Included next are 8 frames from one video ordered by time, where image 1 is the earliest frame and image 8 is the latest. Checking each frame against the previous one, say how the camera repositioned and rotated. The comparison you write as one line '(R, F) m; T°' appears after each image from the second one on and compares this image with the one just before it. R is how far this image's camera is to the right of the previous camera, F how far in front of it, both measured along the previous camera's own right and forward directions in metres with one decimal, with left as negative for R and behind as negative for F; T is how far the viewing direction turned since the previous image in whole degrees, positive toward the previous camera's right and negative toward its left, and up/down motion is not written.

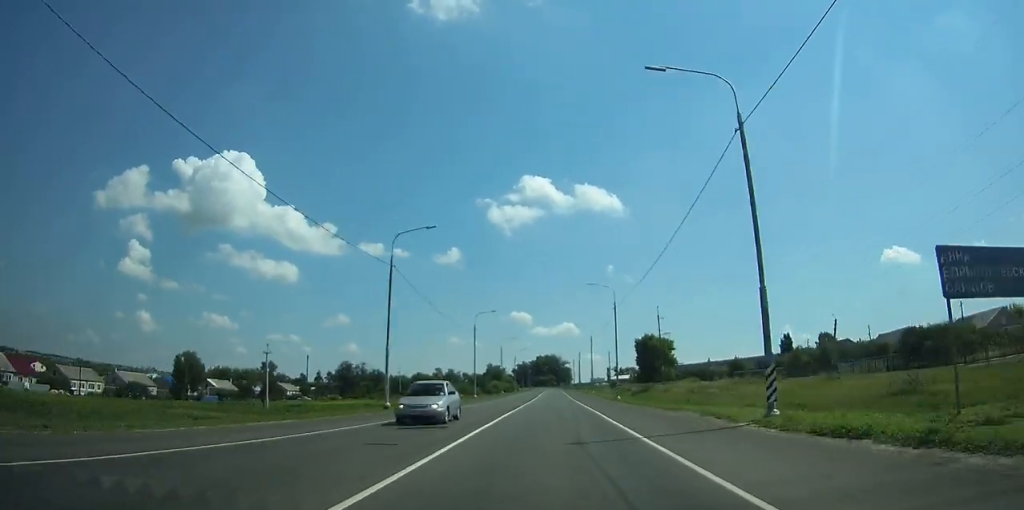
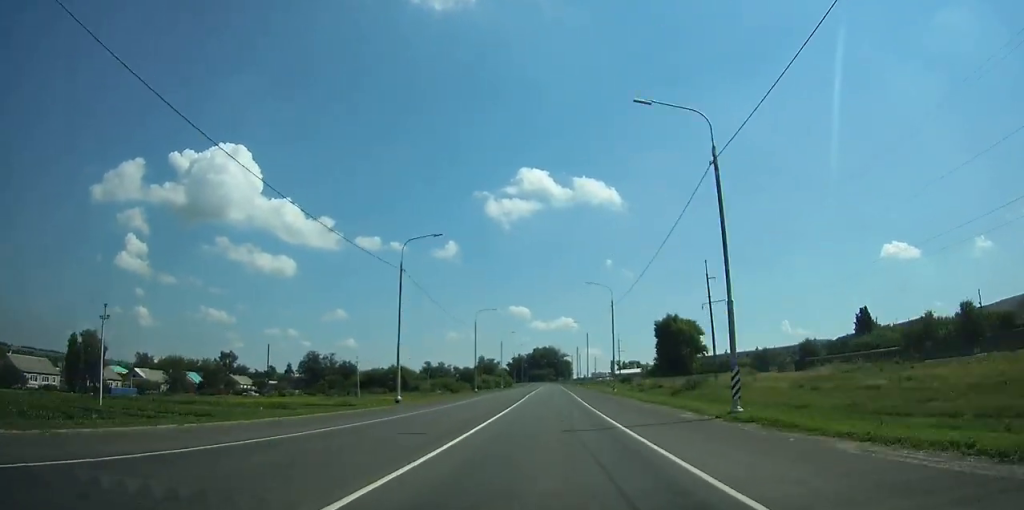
(+0.1, +37.5) m; 0°
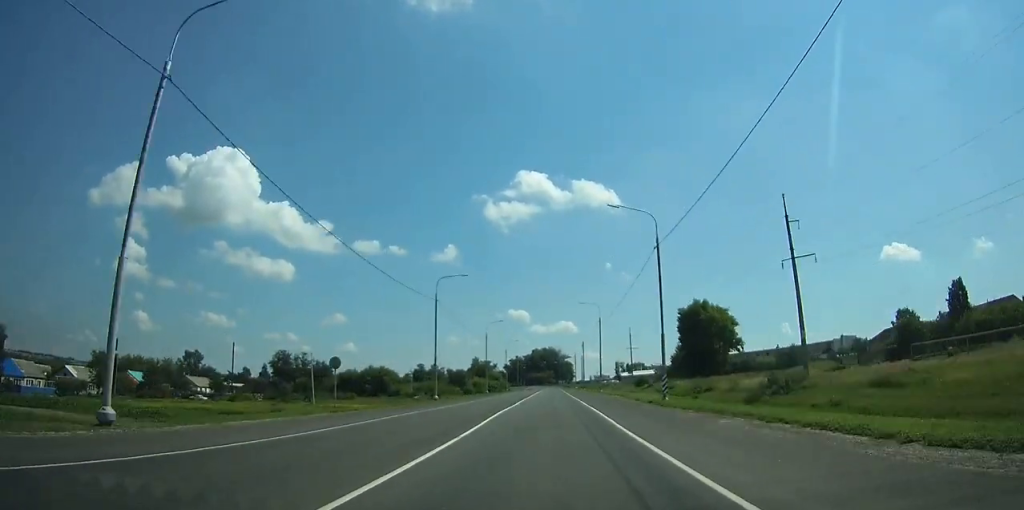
(+0.1, +26.6) m; 0°
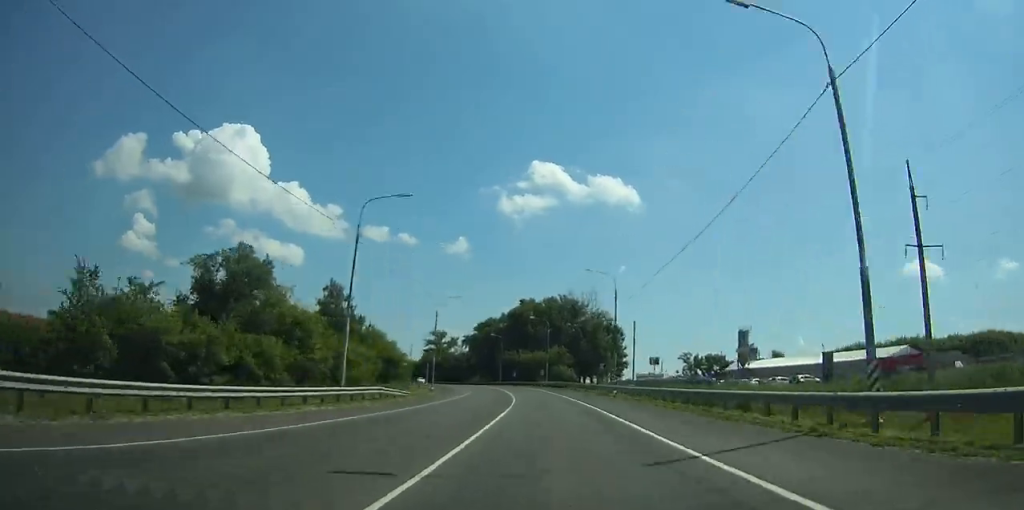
(-4.9, +214.2) m; -4°
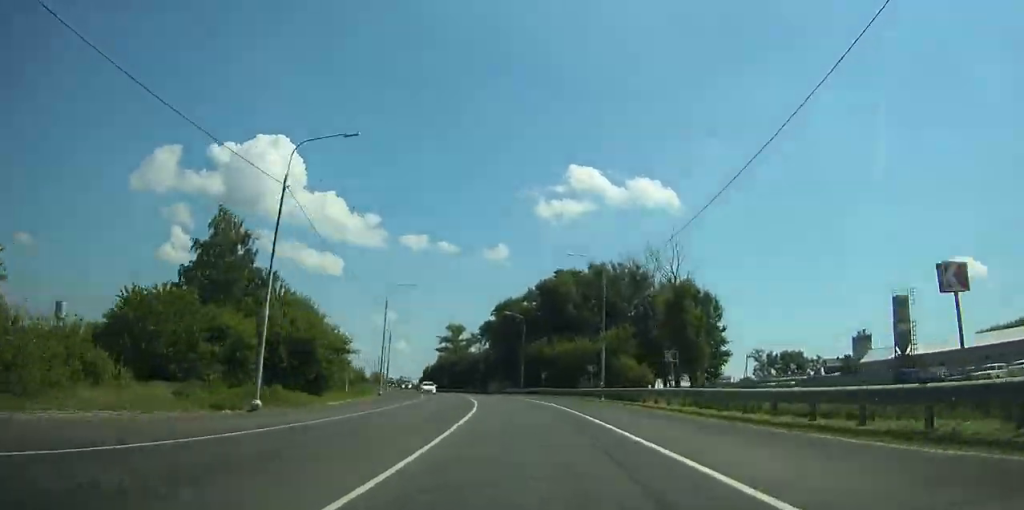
(+0.6, +51.6) m; -6°
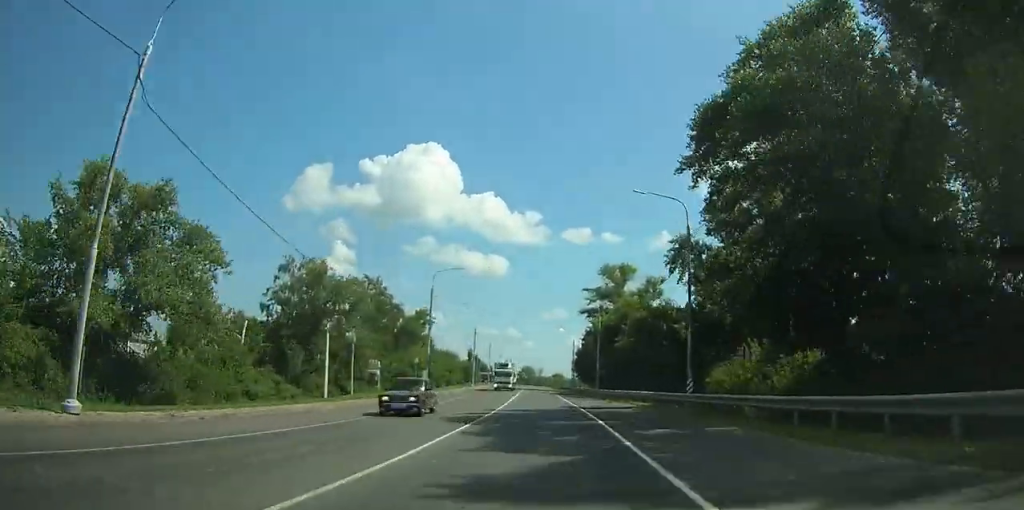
(-16.4, +86.9) m; -17°
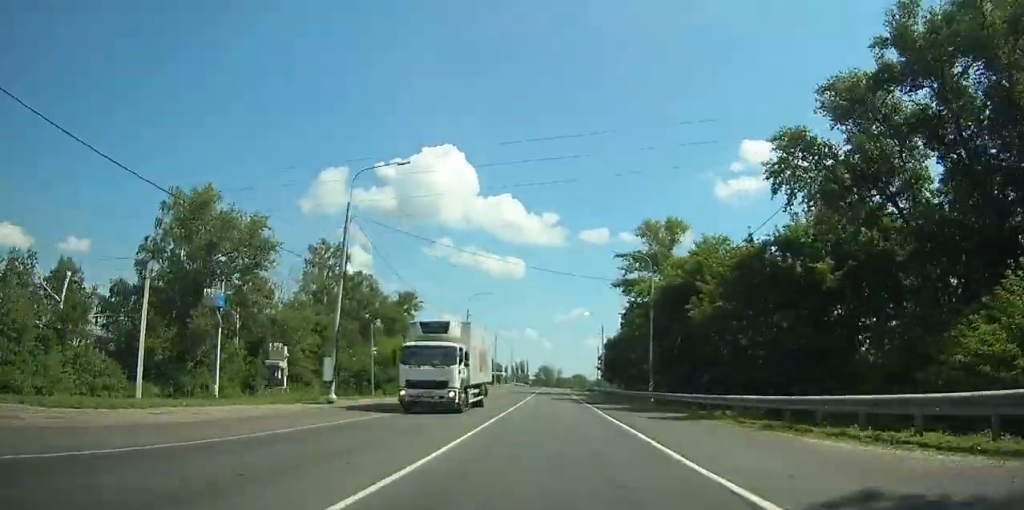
(-5.3, +27.0) m; +2°
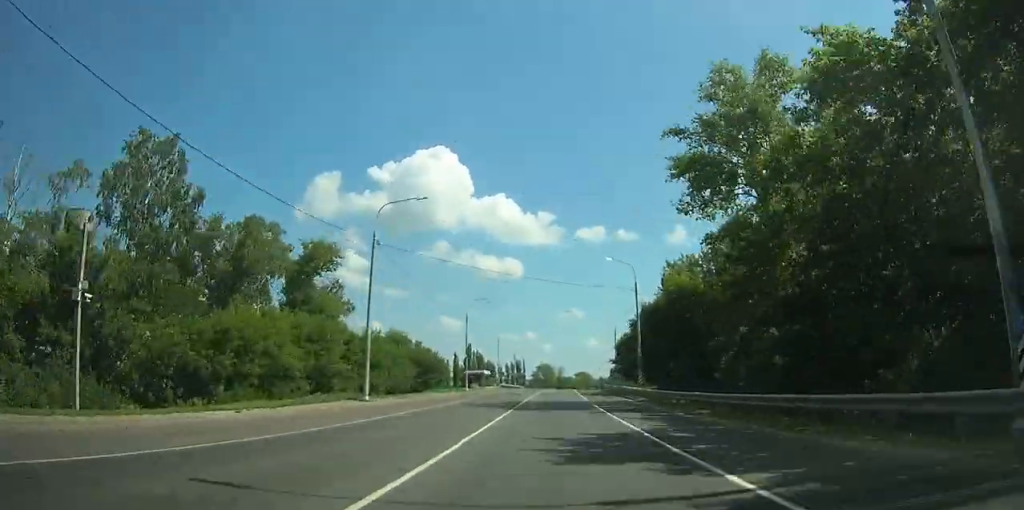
(+0.8, +33.1) m; +4°
